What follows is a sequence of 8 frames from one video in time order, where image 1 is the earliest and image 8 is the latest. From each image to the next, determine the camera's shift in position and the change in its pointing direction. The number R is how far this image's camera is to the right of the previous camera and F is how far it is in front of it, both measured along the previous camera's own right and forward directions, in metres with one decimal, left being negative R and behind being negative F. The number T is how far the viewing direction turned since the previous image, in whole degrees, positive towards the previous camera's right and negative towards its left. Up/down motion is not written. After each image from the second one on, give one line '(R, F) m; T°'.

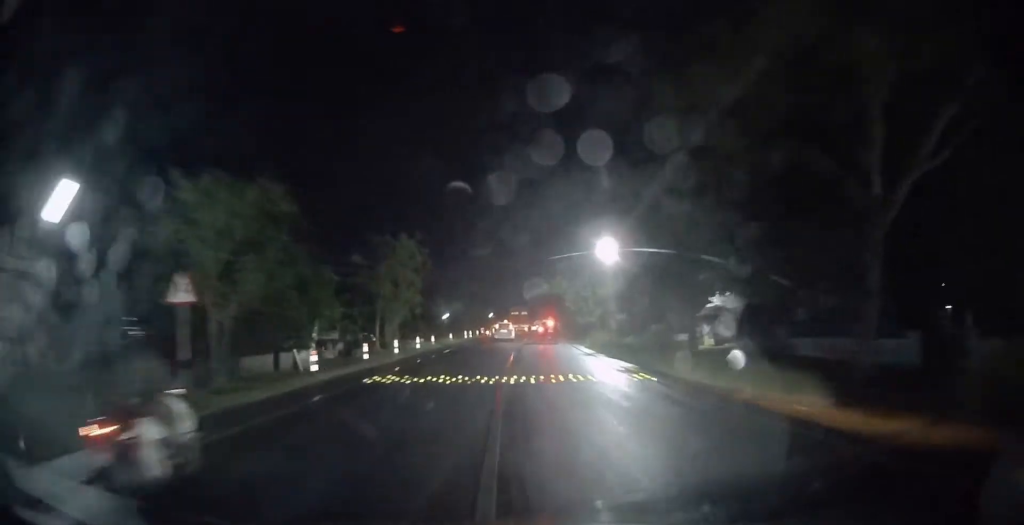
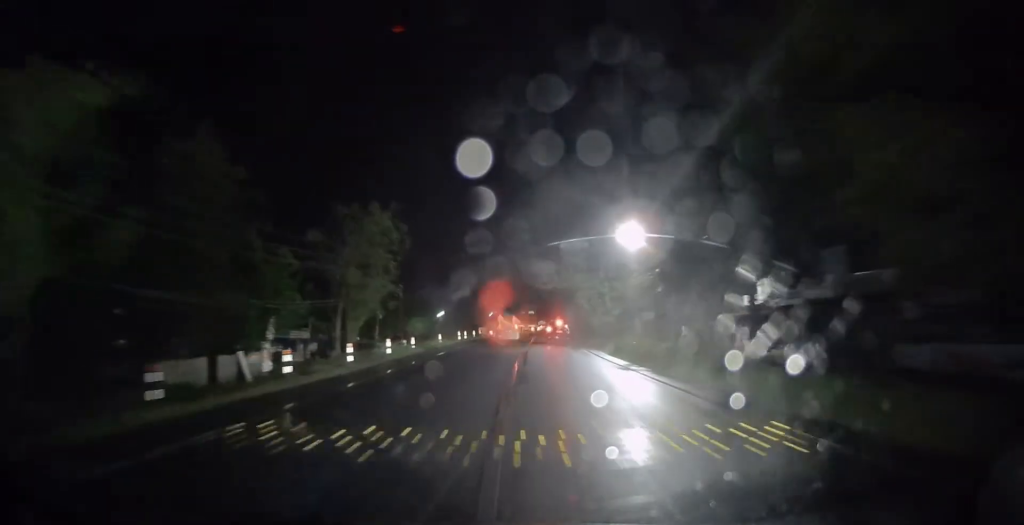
(-0.1, +9.5) m; 0°
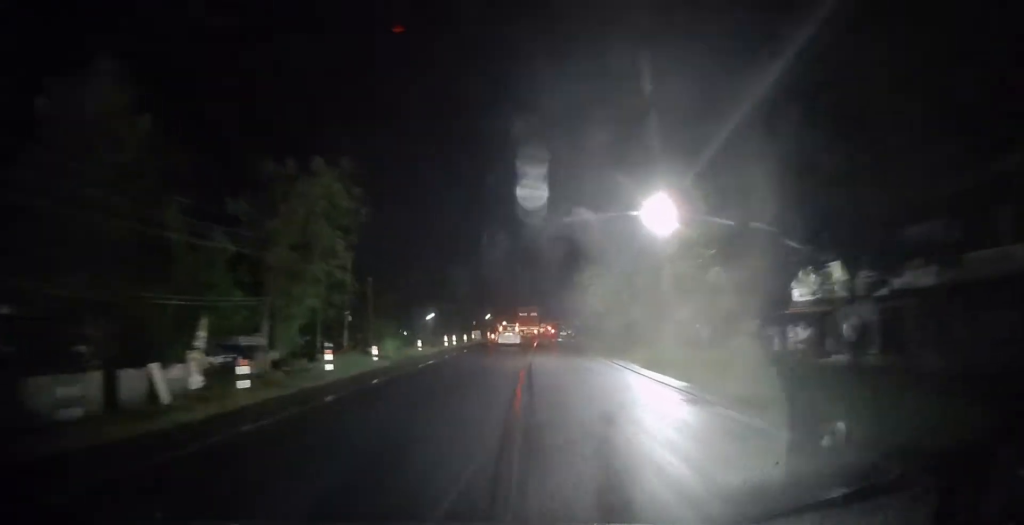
(-0.1, +9.0) m; 0°
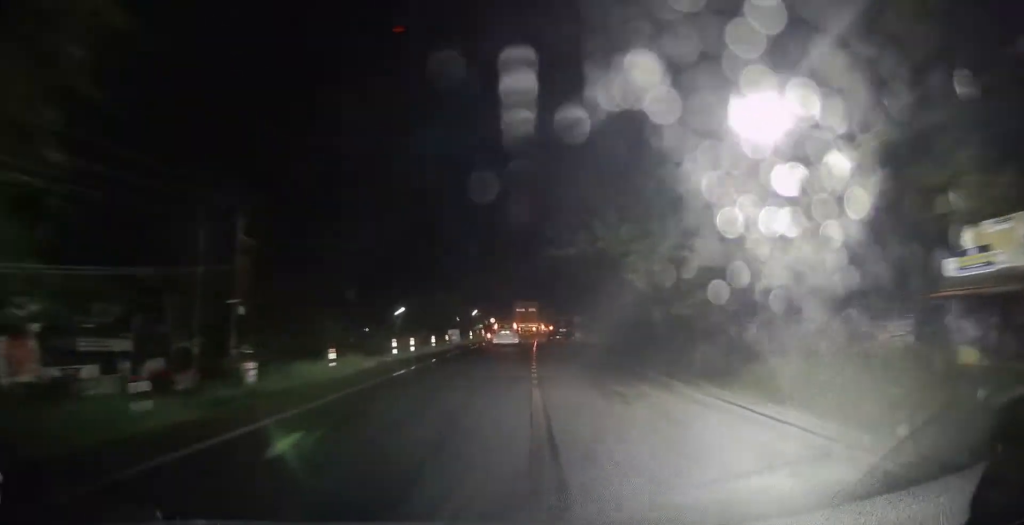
(+0.1, +16.3) m; +1°
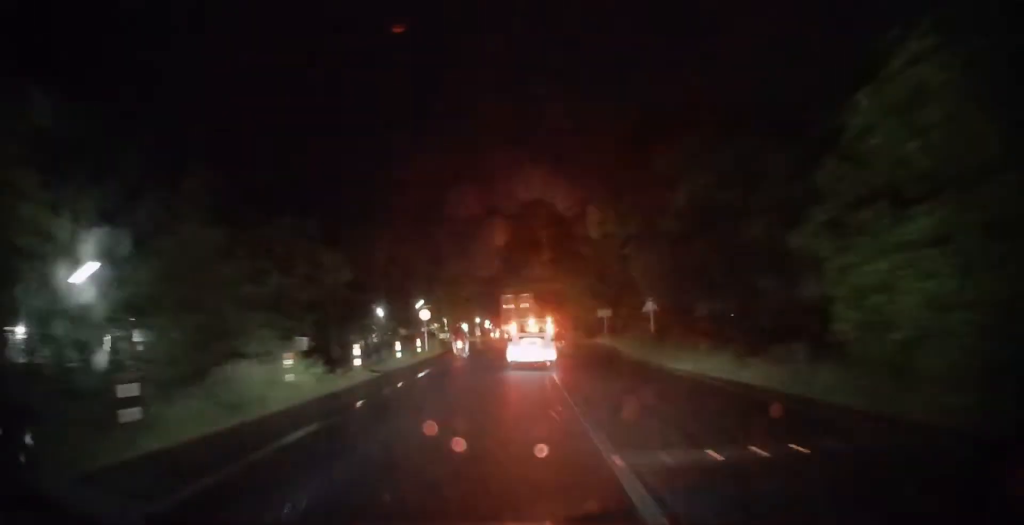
(+1.6, +48.9) m; +3°
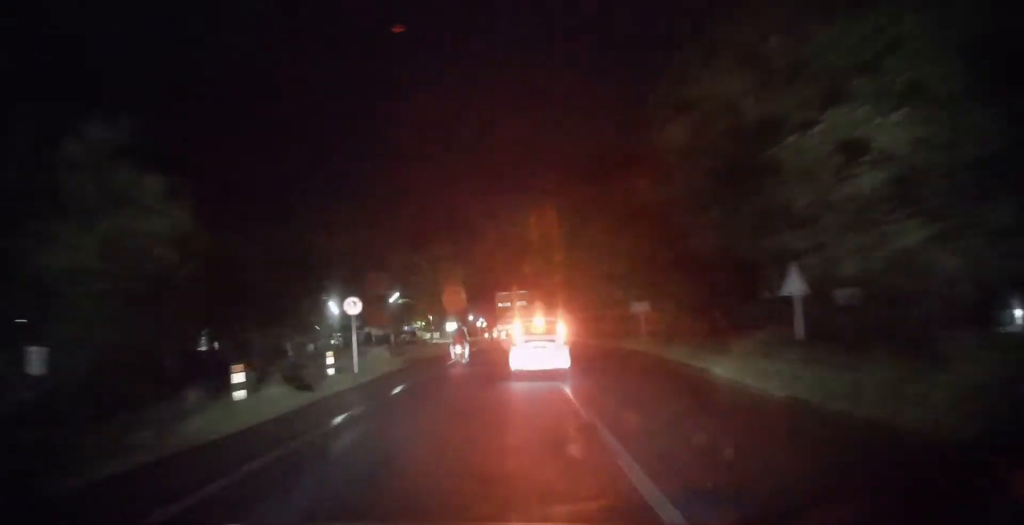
(-0.1, +16.0) m; 0°
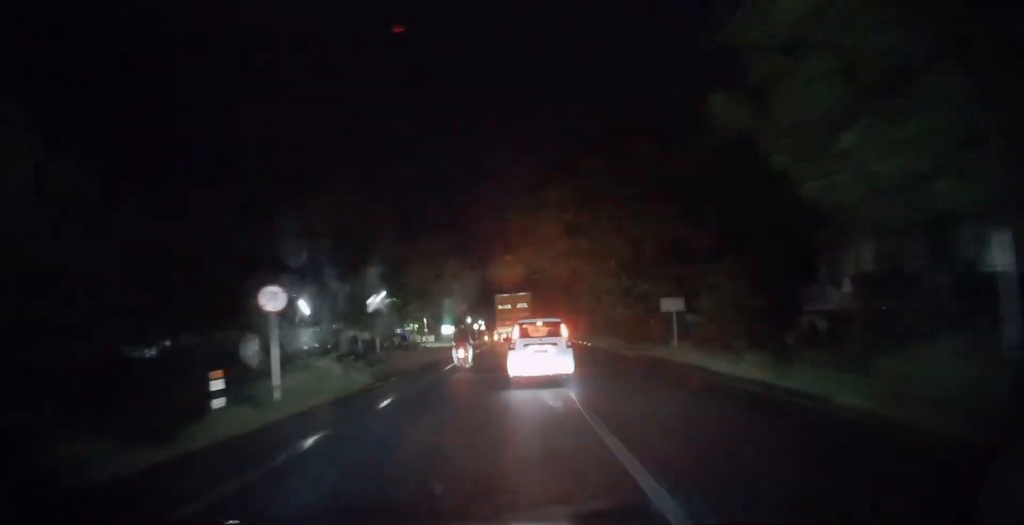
(+0.1, +6.9) m; 0°
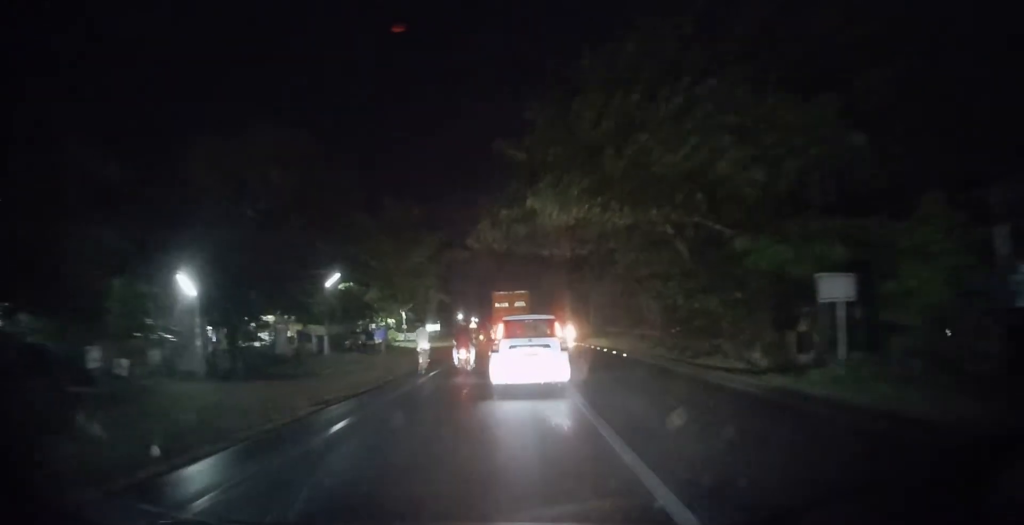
(0.0, +14.9) m; +1°
